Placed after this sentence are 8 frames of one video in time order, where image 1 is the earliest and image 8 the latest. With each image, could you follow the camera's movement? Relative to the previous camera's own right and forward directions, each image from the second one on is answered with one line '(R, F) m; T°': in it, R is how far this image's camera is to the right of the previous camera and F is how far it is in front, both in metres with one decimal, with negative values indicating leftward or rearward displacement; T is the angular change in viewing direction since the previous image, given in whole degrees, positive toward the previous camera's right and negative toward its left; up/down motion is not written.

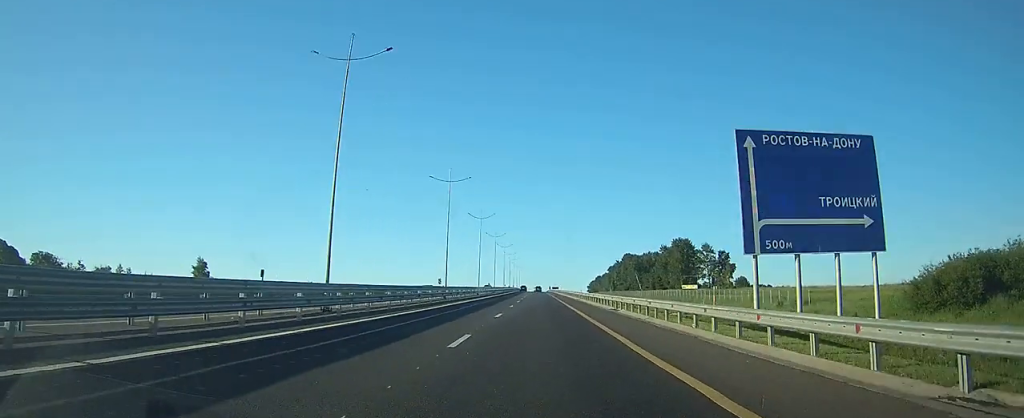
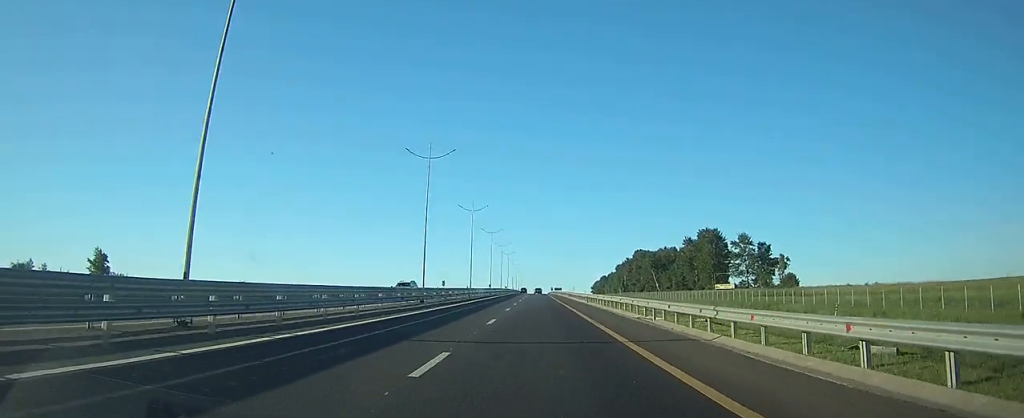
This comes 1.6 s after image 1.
(0.0, +39.4) m; 0°
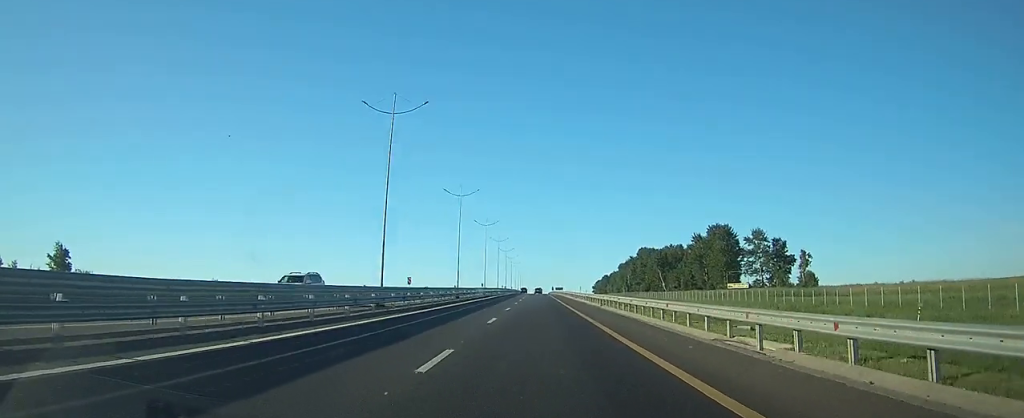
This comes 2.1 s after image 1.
(0.0, +11.5) m; 0°
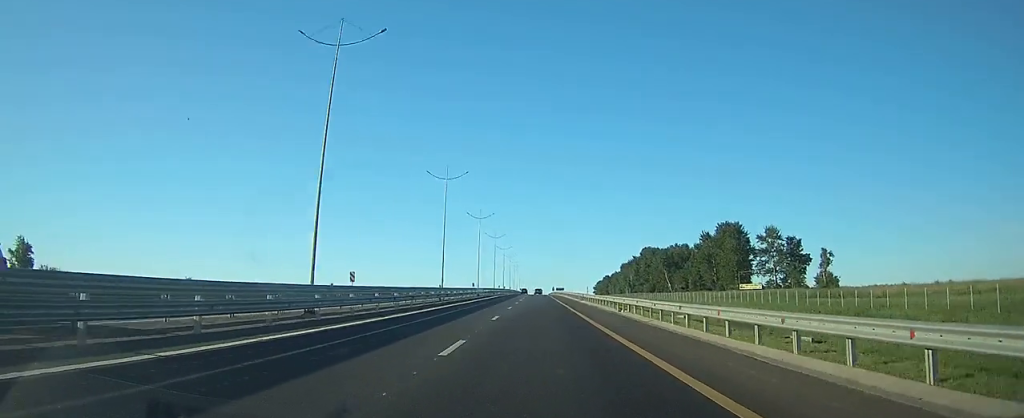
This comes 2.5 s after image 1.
(0.0, +9.8) m; 0°
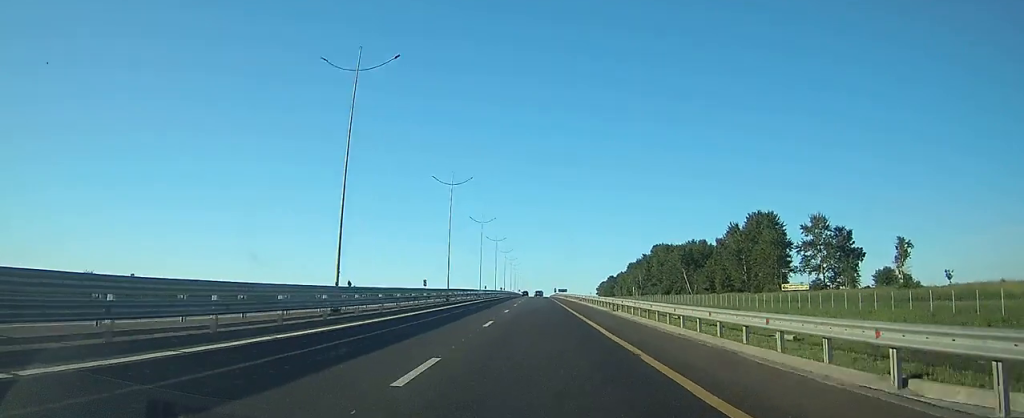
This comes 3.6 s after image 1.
(0.0, +27.0) m; 0°
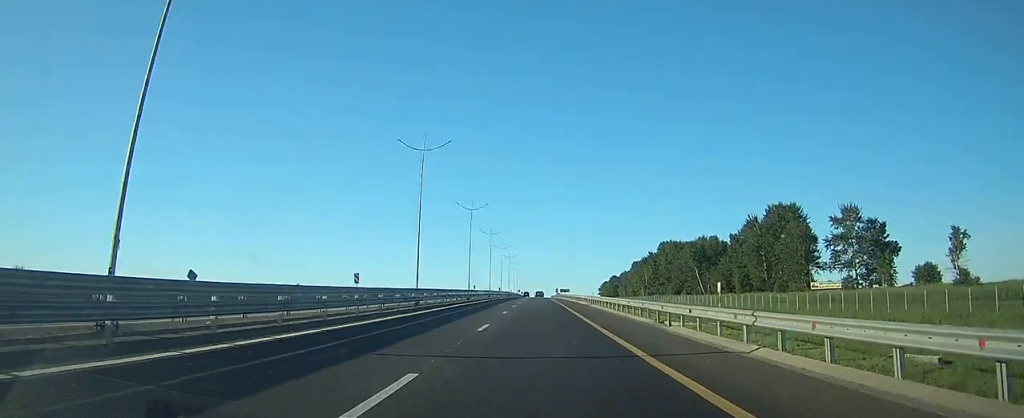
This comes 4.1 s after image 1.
(0.0, +13.9) m; 0°
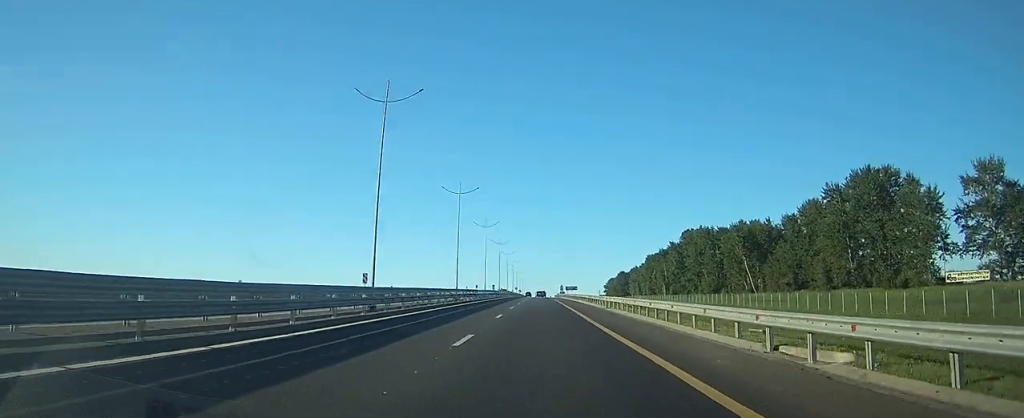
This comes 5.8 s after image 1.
(0.0, +41.0) m; 0°
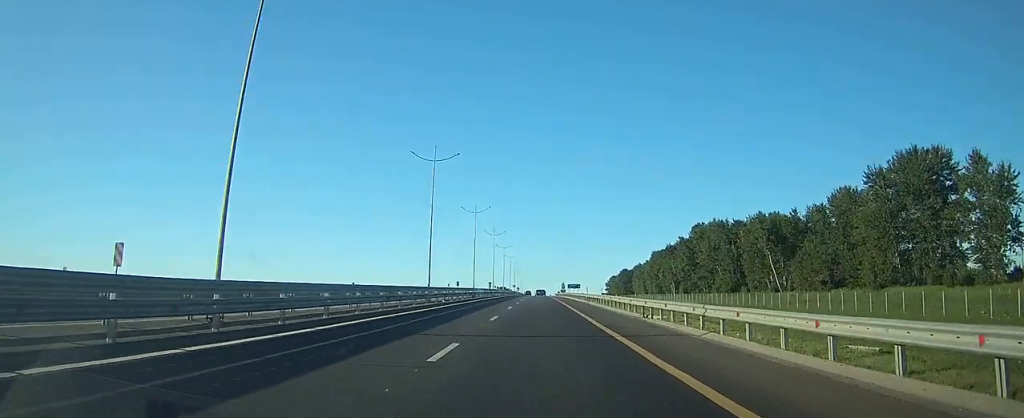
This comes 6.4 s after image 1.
(0.0, +14.7) m; 0°
